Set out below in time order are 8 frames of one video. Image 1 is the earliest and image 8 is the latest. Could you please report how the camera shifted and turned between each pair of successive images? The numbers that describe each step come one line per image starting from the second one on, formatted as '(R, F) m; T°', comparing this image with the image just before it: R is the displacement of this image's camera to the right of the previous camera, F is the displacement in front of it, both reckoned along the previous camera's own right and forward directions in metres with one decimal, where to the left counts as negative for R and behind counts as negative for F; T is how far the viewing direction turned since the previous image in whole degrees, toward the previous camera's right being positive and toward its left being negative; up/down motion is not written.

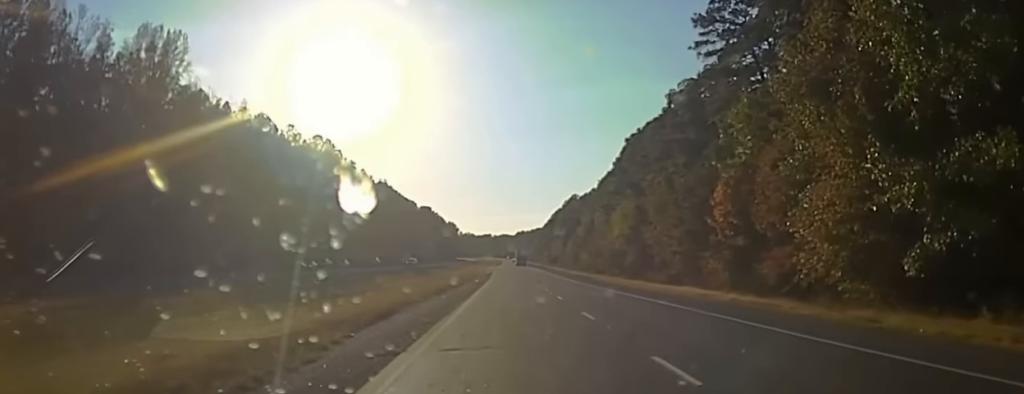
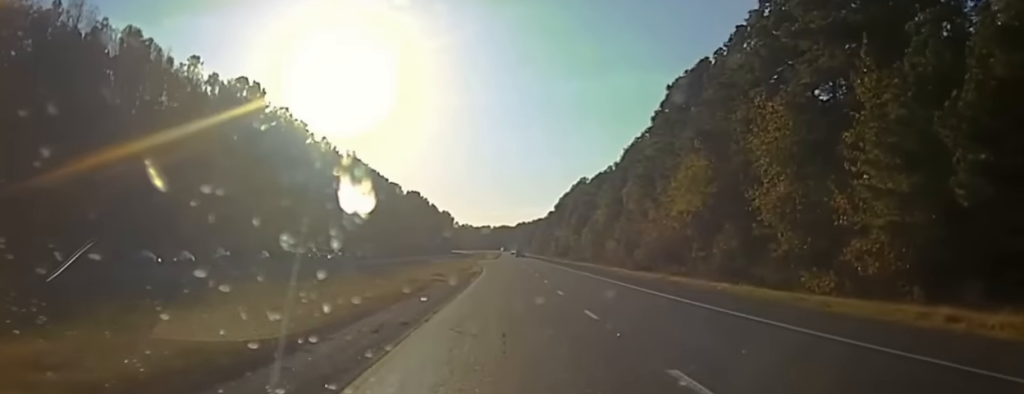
(0.0, +56.7) m; 0°
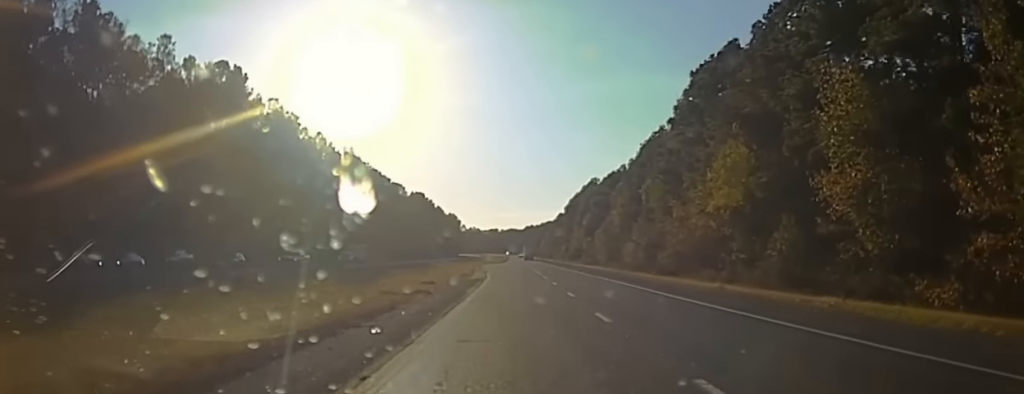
(-0.1, +12.1) m; 0°
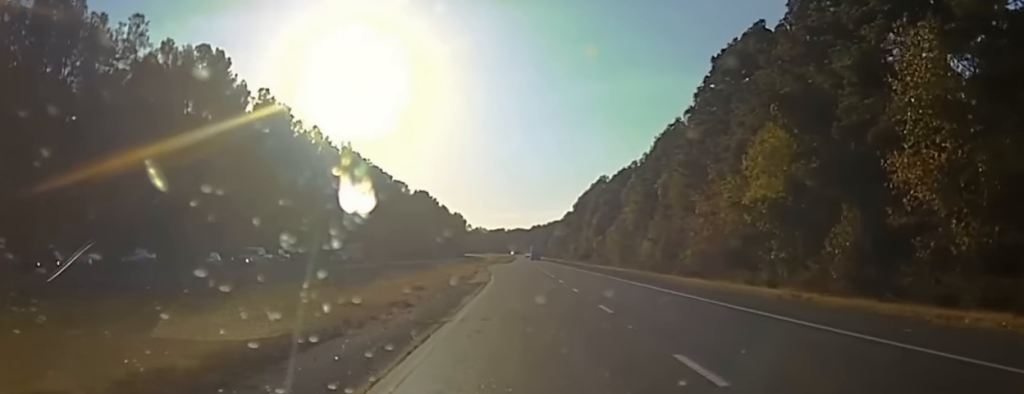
(0.0, +9.8) m; 0°
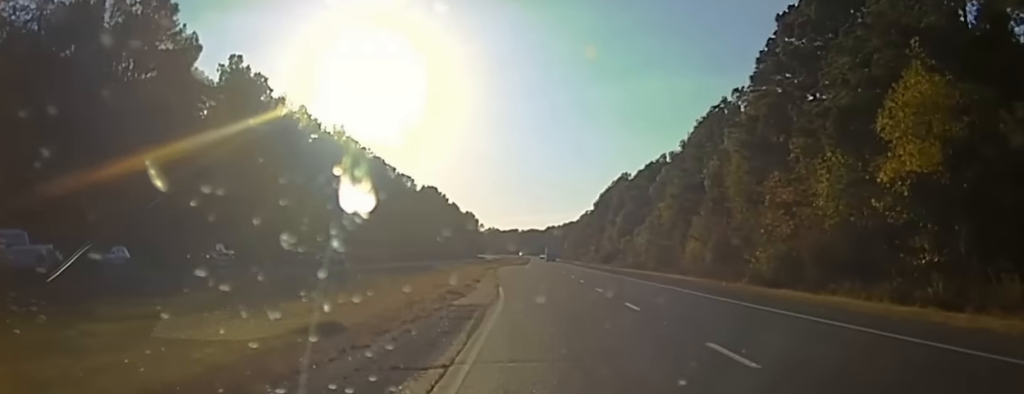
(-0.2, +20.5) m; 0°
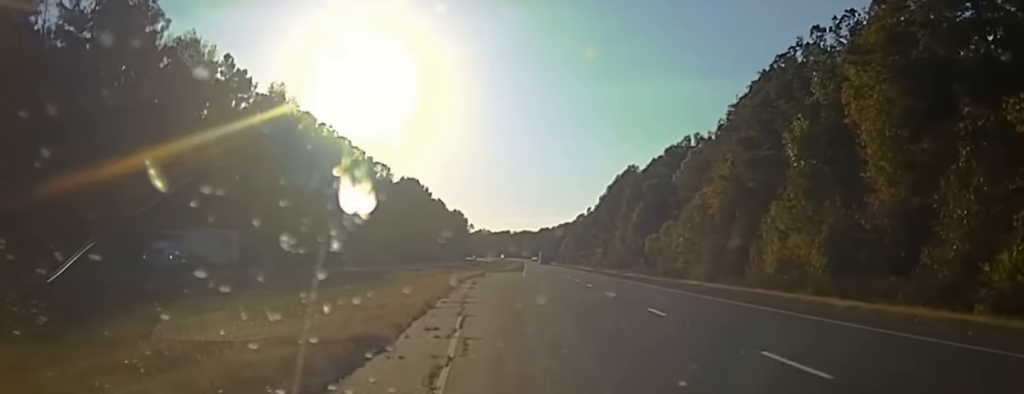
(+0.5, +35.2) m; 0°
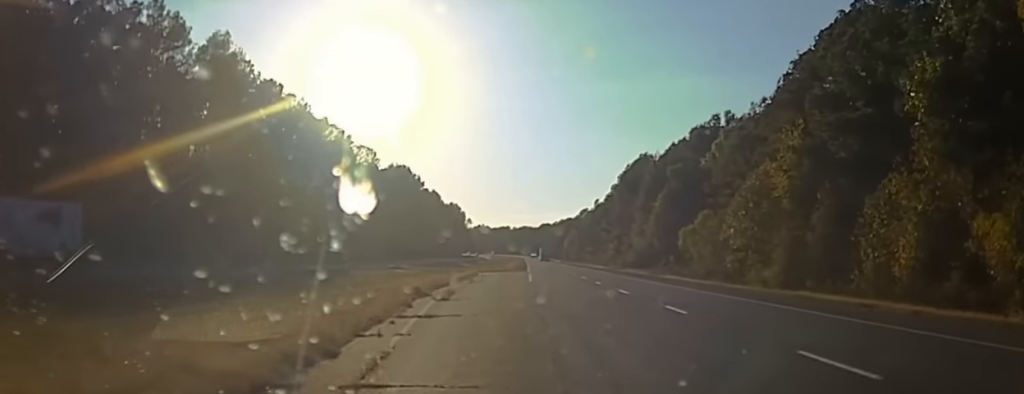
(-0.6, +23.9) m; -1°
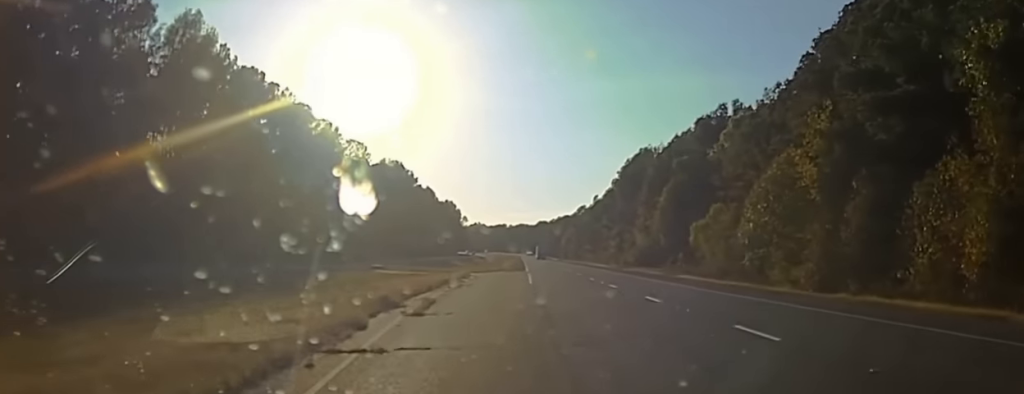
(+0.1, +8.3) m; +1°
